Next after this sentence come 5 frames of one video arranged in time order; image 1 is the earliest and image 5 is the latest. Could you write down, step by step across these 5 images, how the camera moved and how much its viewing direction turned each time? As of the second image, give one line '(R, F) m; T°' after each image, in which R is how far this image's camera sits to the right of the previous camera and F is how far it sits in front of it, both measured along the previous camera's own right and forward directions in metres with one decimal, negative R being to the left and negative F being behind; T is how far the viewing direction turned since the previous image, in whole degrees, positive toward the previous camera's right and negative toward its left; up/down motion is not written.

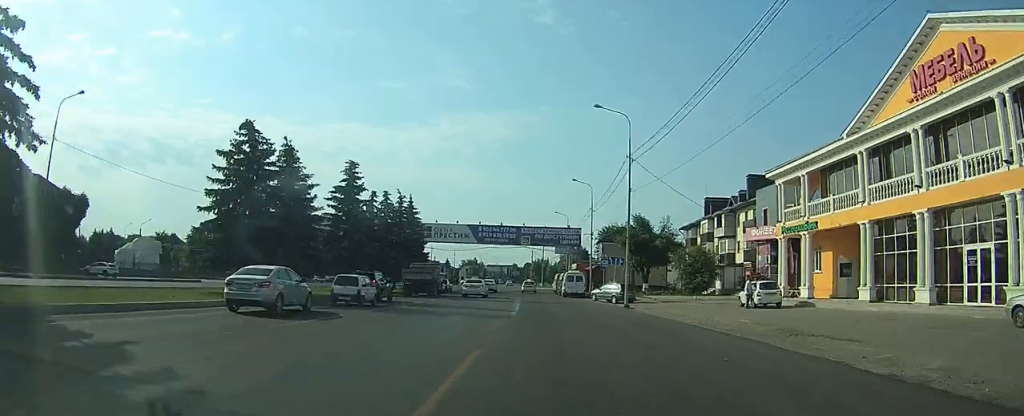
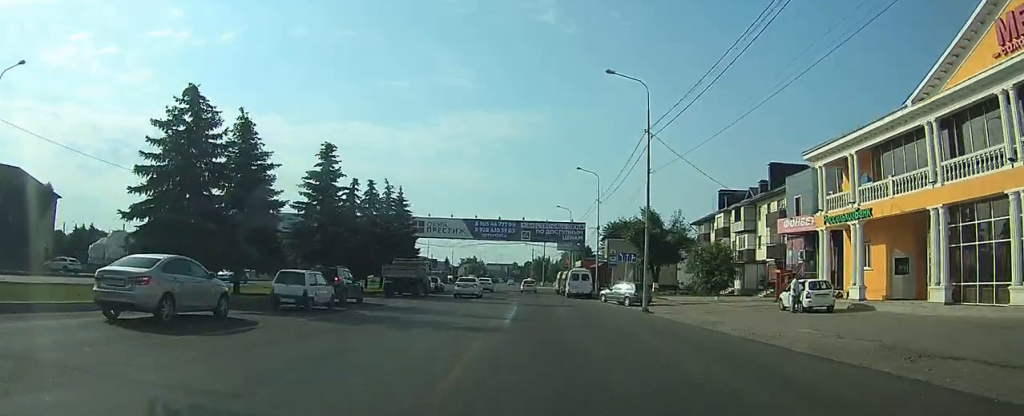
(0.0, +6.4) m; -1°
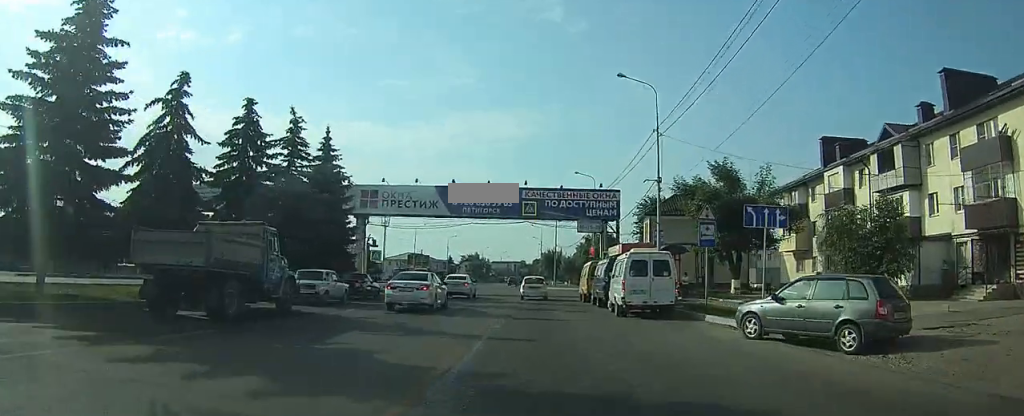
(-0.6, +28.1) m; -2°
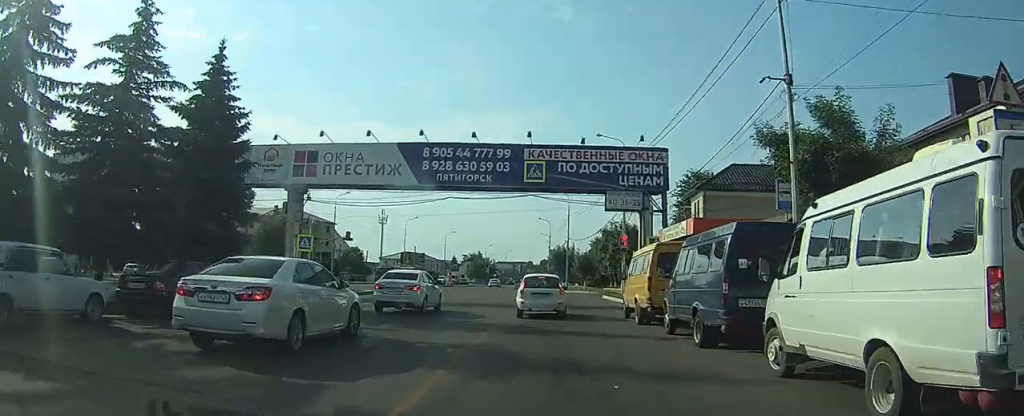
(-0.2, +17.7) m; -1°
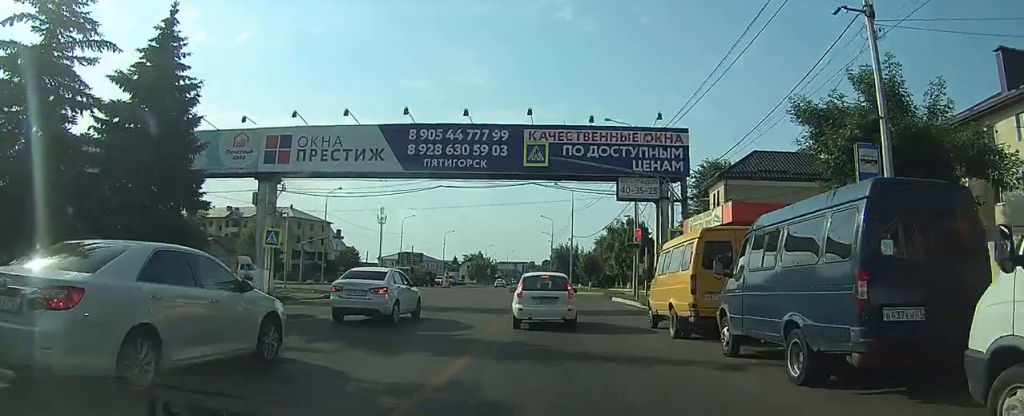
(-0.1, +5.0) m; +1°
